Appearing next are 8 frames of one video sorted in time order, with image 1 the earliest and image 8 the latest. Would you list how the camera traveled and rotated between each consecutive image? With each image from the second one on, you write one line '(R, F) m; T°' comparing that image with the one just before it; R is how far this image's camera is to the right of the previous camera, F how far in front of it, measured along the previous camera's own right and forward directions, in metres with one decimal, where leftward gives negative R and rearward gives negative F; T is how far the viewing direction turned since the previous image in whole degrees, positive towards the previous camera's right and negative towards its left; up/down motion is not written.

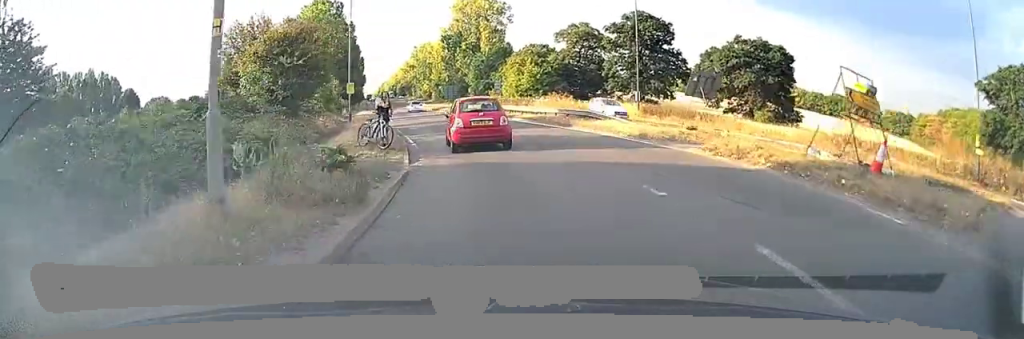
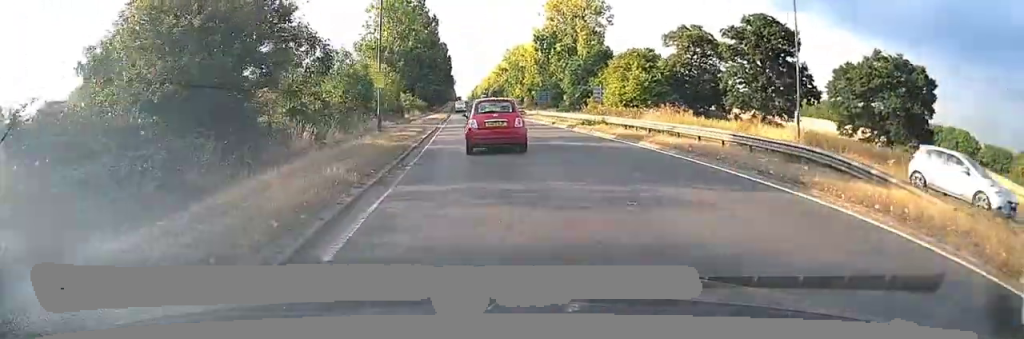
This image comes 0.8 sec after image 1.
(-0.1, +13.9) m; -4°
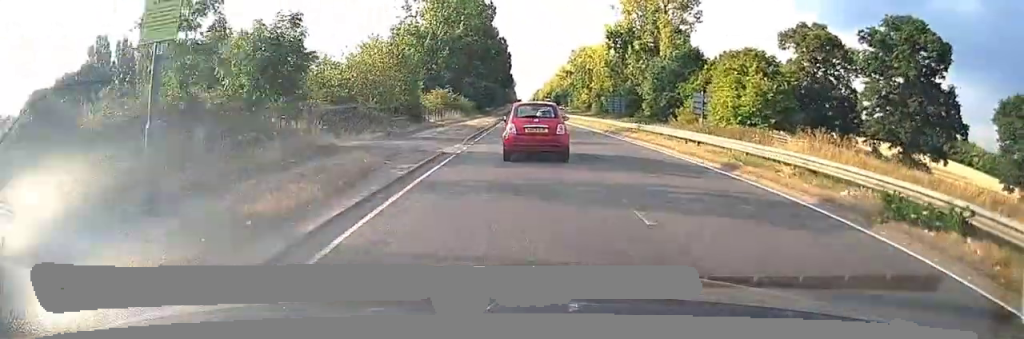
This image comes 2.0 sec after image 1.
(-1.5, +20.3) m; -9°
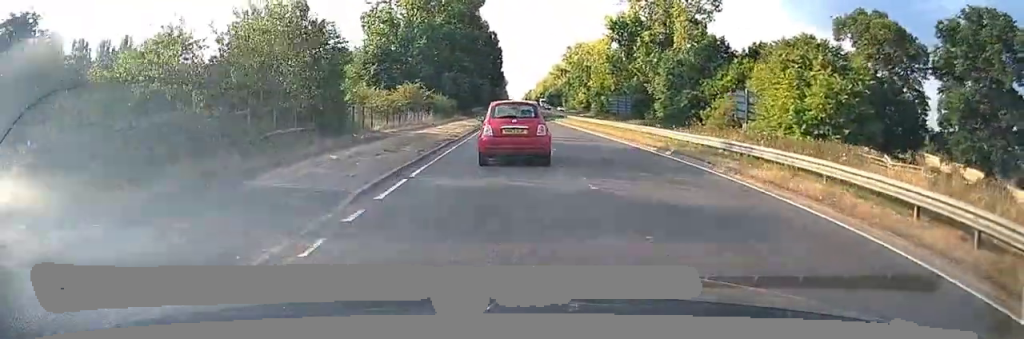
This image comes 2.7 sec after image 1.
(-0.8, +14.2) m; -3°
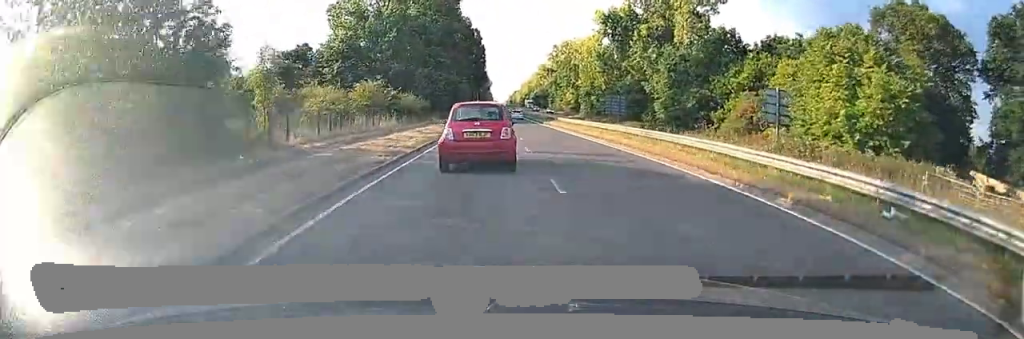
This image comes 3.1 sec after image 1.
(-0.1, +8.7) m; -1°
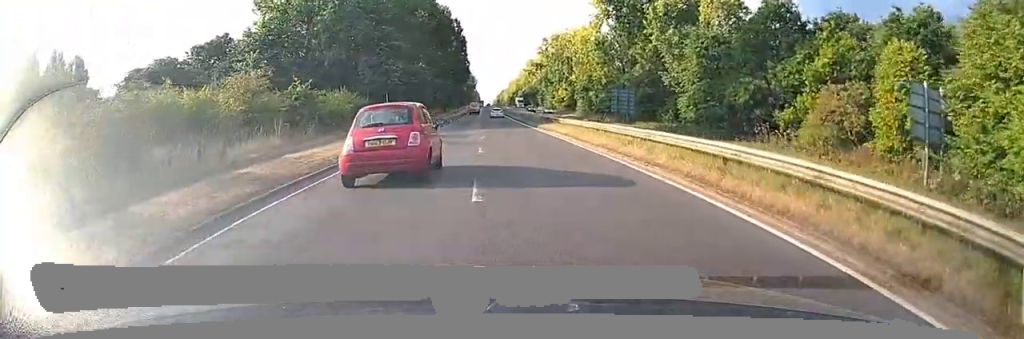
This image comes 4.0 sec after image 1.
(-0.1, +17.4) m; 0°
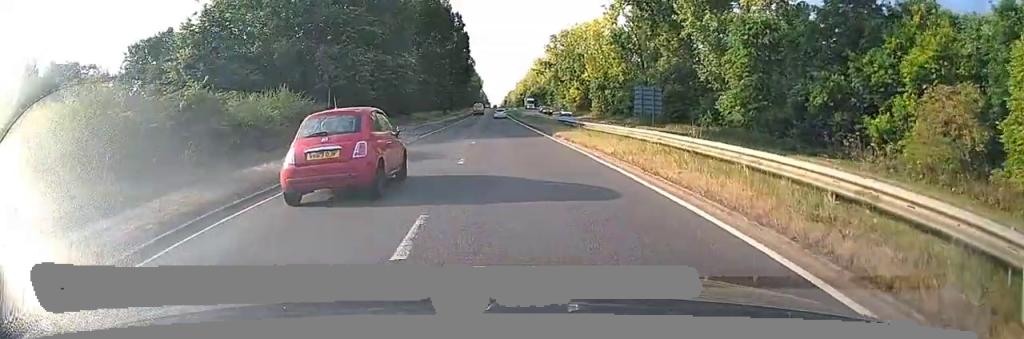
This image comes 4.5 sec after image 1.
(+0.1, +11.1) m; 0°
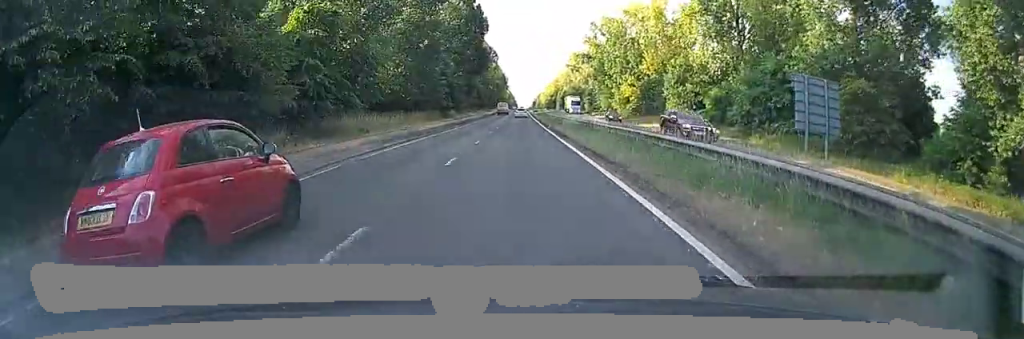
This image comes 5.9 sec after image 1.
(+0.3, +34.1) m; -1°
